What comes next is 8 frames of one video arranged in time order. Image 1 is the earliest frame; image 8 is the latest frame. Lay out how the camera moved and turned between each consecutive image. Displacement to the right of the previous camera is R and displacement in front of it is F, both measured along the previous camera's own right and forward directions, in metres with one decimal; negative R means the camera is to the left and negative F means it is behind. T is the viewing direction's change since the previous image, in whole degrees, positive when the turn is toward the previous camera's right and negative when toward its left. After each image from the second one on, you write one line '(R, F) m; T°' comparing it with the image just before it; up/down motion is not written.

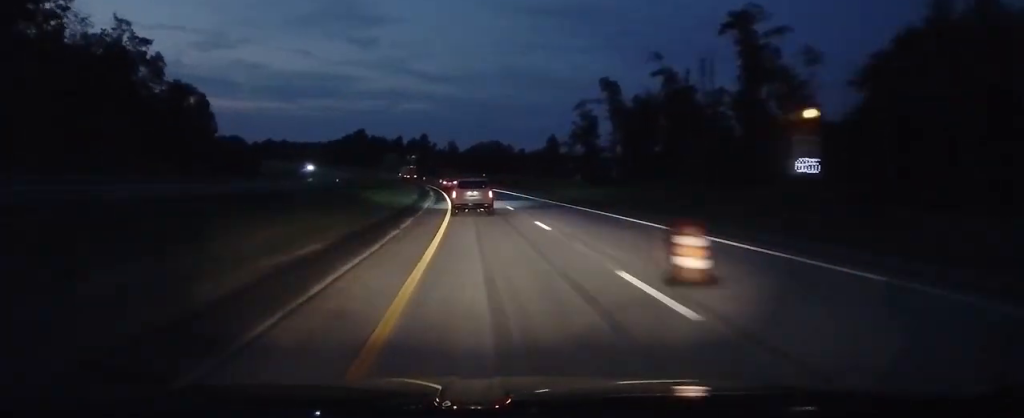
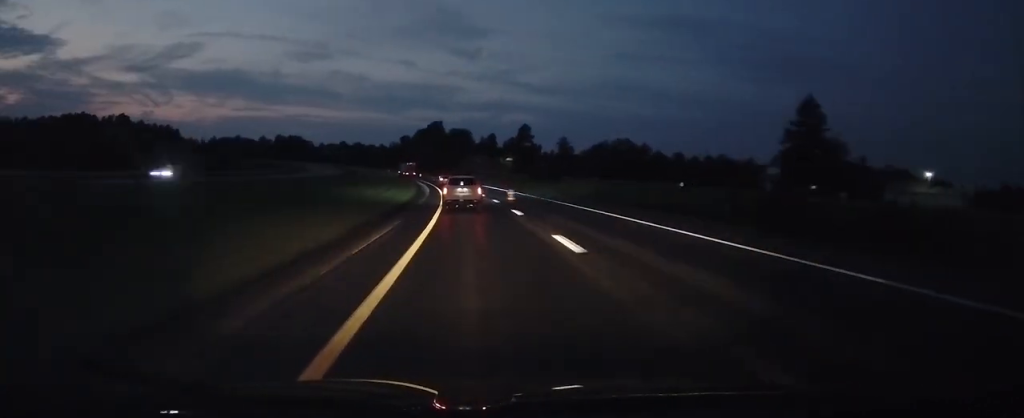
(-9.9, +175.2) m; -9°
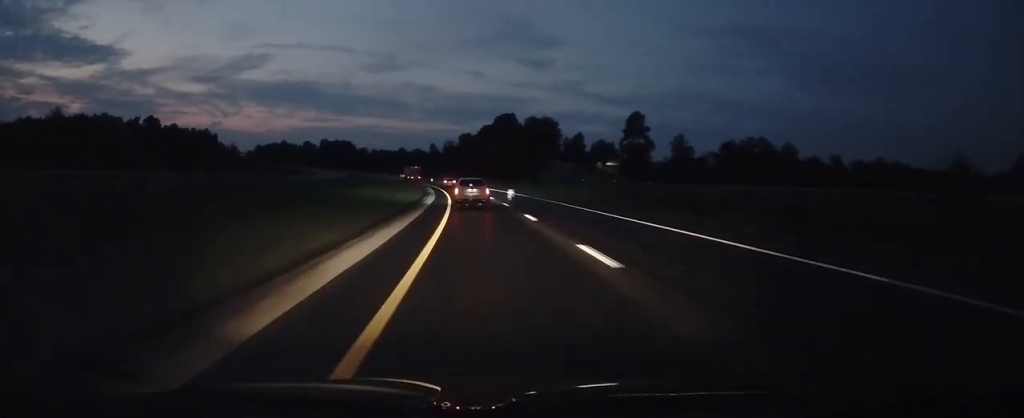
(-11.4, +103.2) m; -9°
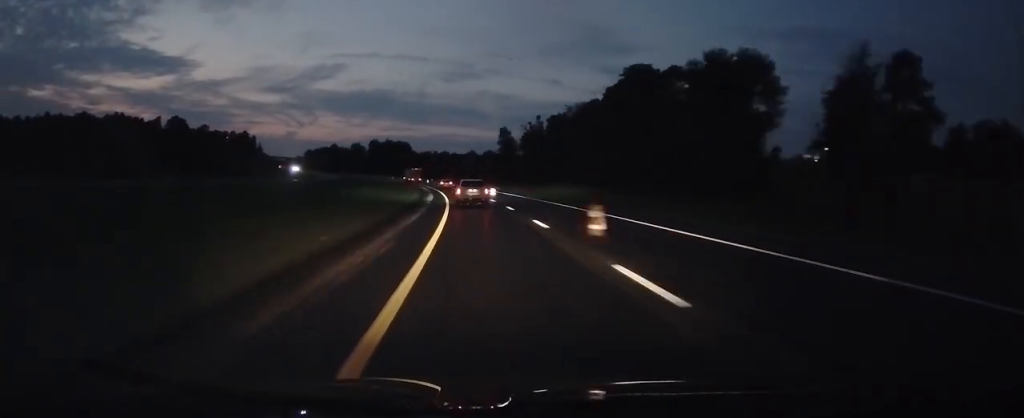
(-9.7, +109.8) m; -9°
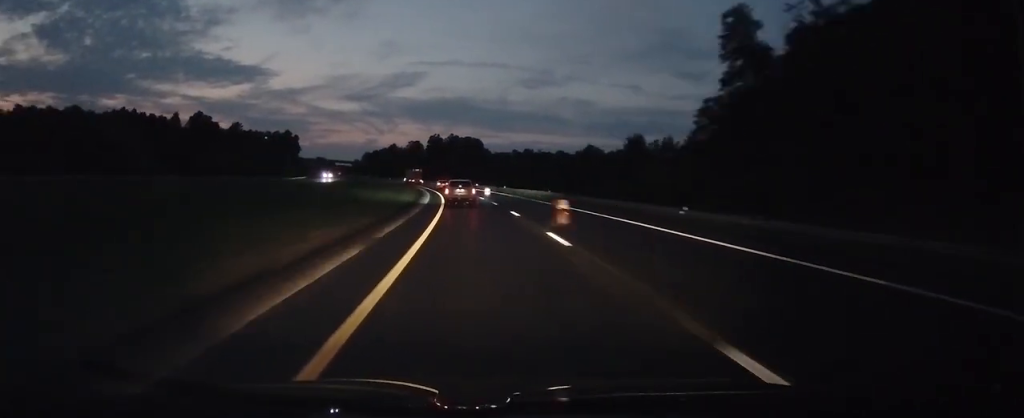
(-7.8, +104.3) m; -9°
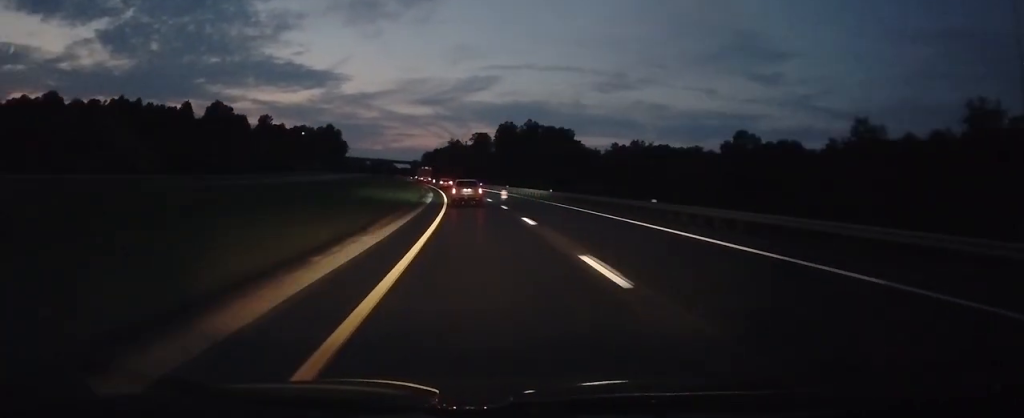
(-4.7, +89.2) m; -7°
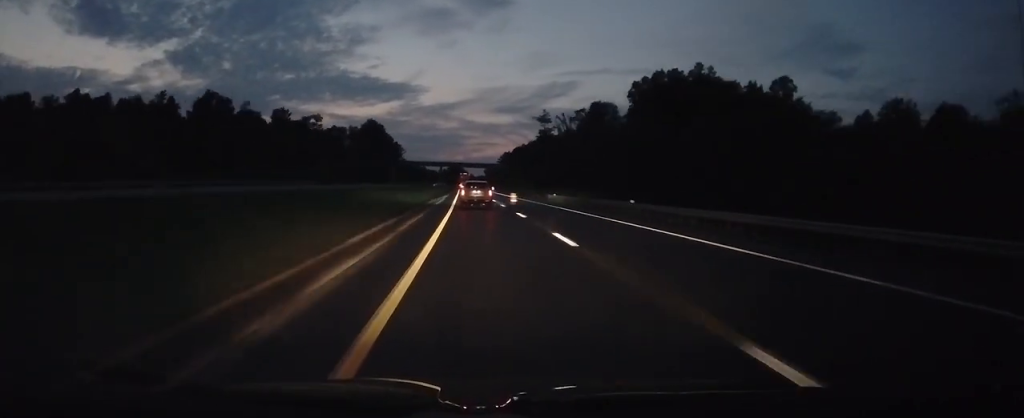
(-7.3, +107.9) m; -6°
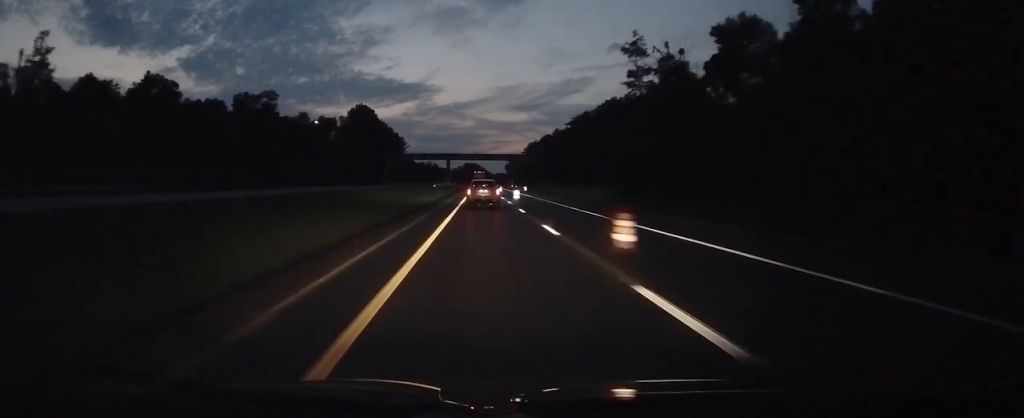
(-2.2, +56.7) m; -1°
